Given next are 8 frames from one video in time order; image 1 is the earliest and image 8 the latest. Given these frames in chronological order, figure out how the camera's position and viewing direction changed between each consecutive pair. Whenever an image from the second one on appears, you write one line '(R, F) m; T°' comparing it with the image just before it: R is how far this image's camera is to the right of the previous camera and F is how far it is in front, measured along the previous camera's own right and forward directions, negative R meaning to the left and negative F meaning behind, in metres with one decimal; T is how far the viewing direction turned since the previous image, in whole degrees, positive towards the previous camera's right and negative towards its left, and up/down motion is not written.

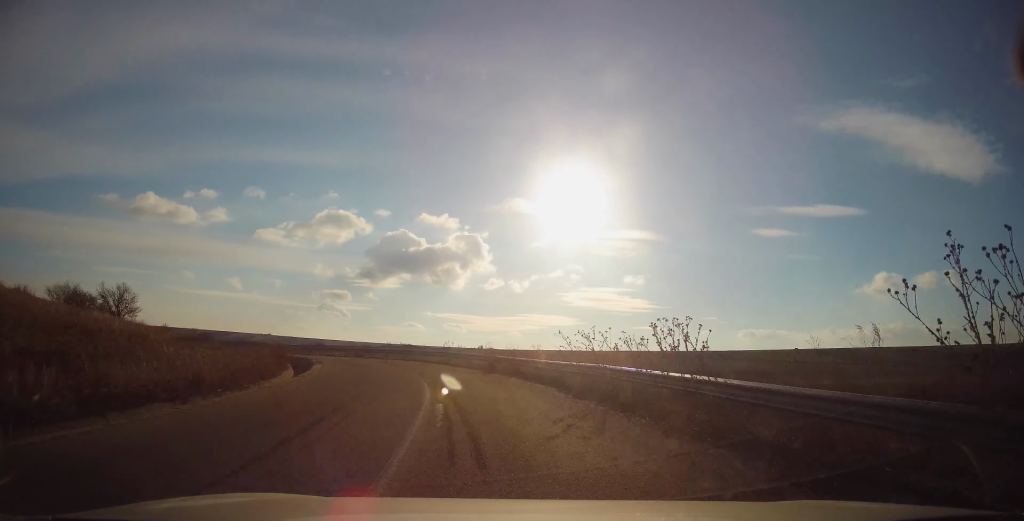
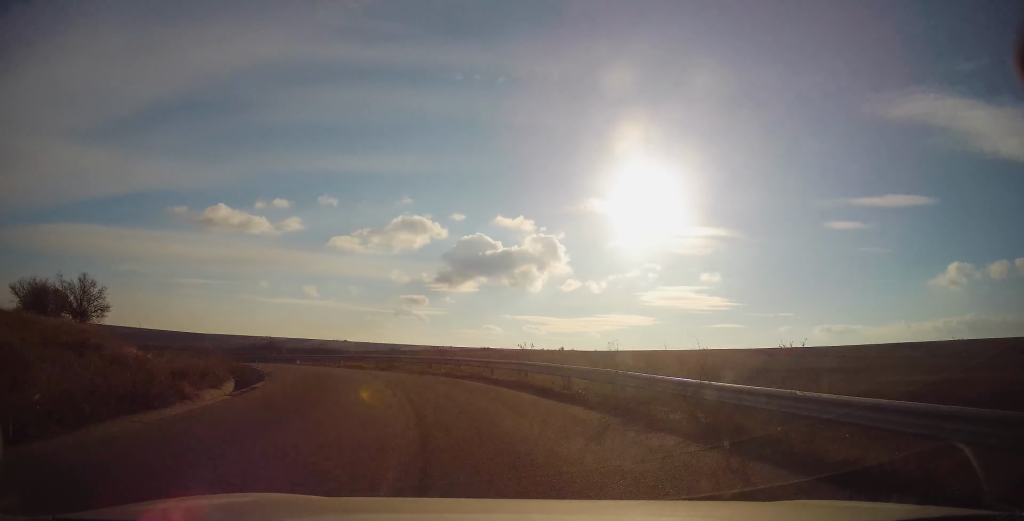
(-0.9, +13.7) m; -10°
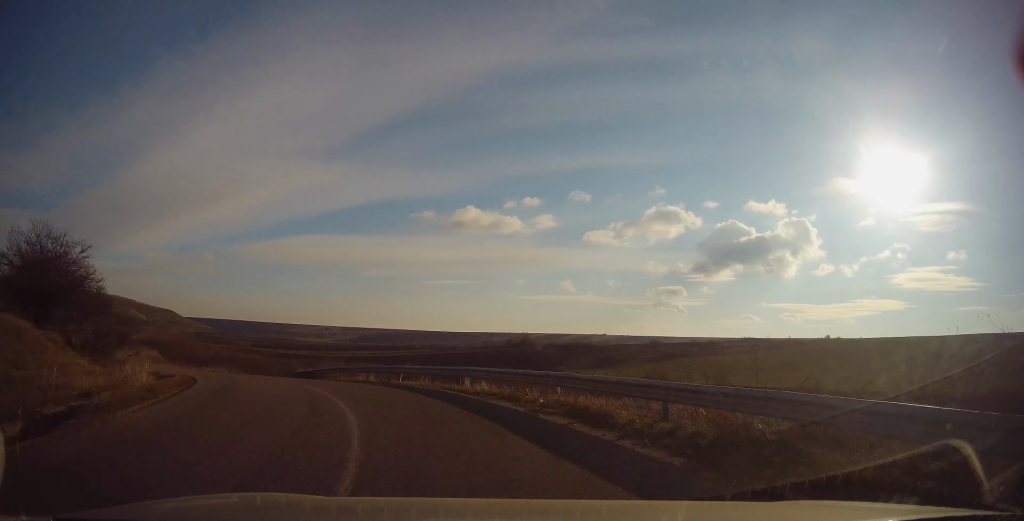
(-4.7, +22.7) m; -28°
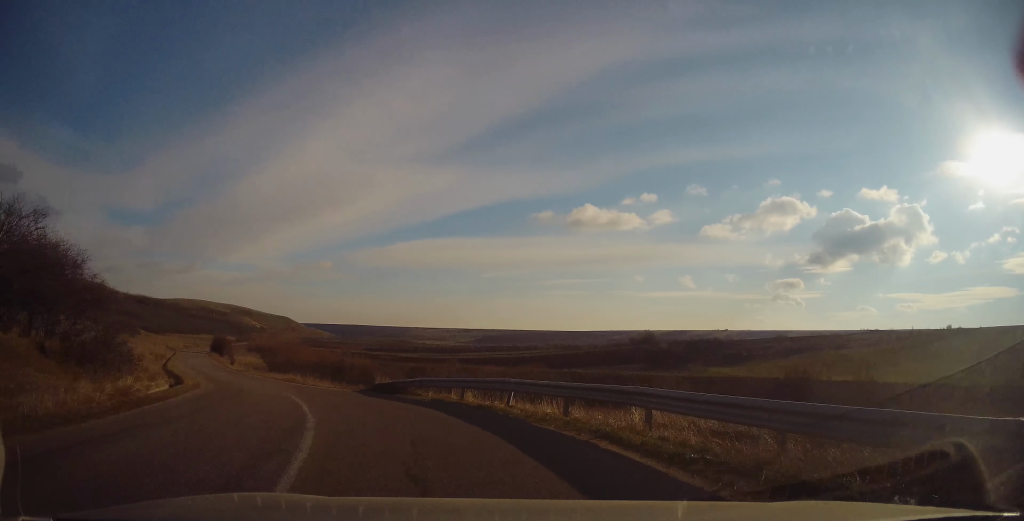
(-1.3, +8.4) m; -12°
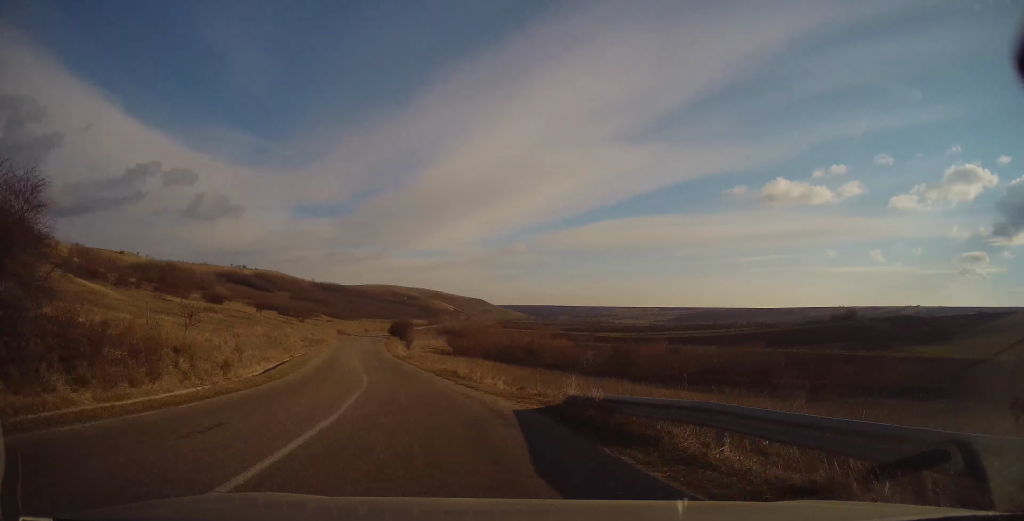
(-2.3, +13.1) m; -17°
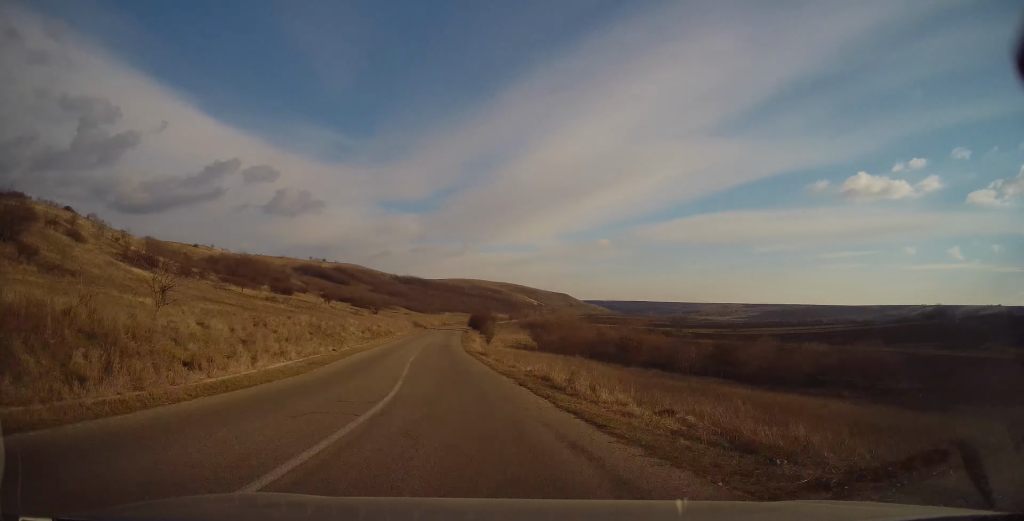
(-0.9, +10.2) m; -9°
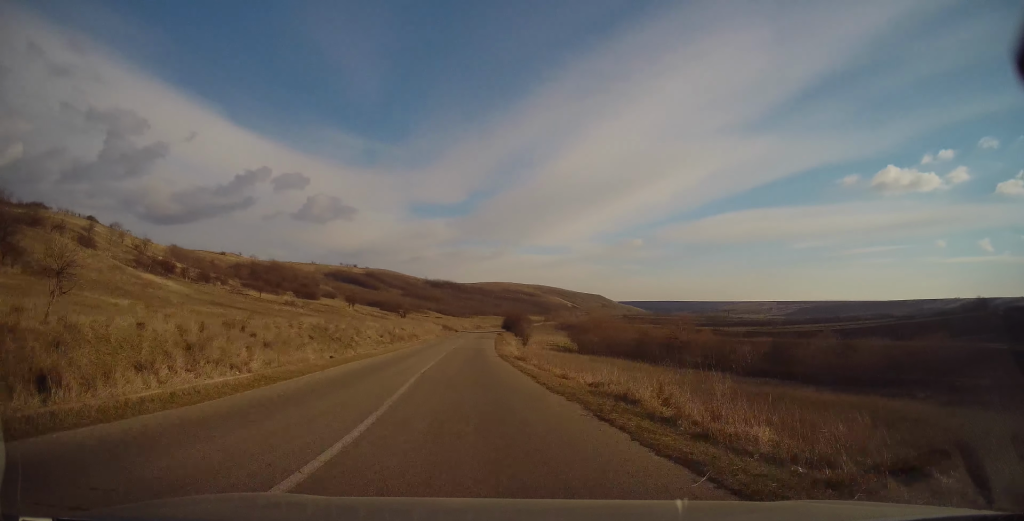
(-0.4, +7.2) m; -3°
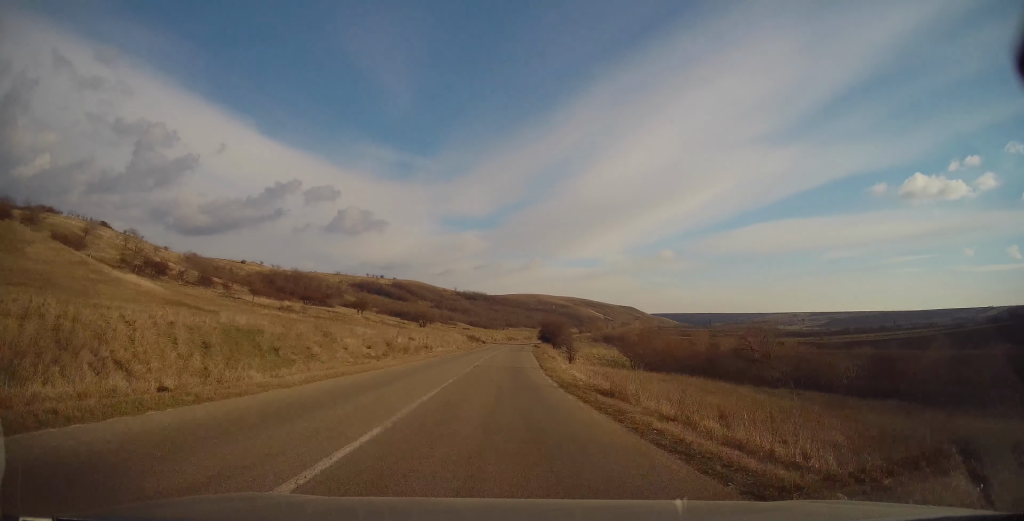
(-0.8, +16.8) m; -4°
